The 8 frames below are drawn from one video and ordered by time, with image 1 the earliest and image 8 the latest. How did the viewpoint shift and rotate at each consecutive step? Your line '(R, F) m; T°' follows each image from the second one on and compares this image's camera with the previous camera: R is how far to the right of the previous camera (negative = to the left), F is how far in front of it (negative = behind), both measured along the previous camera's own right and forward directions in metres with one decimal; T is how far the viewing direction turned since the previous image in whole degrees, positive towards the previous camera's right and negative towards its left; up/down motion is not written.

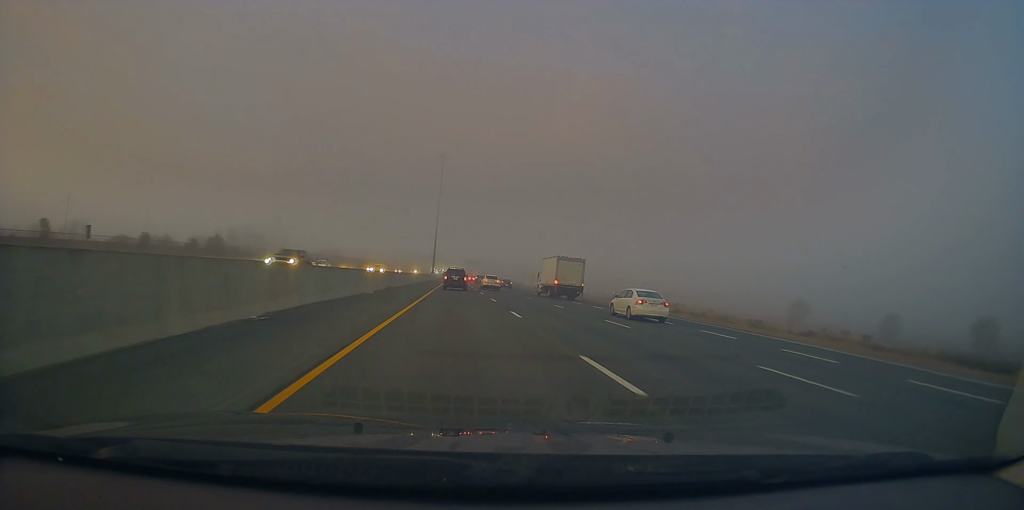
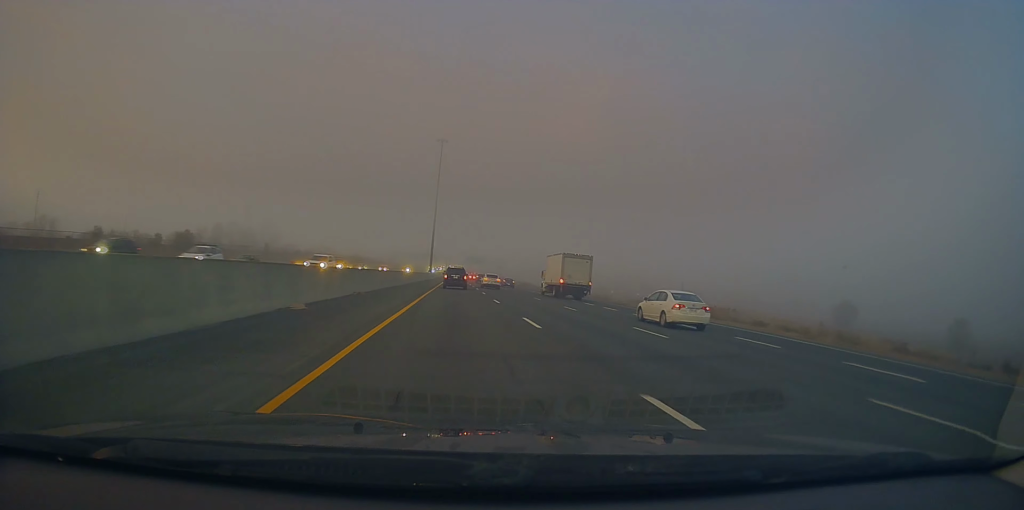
(-0.1, +15.6) m; 0°
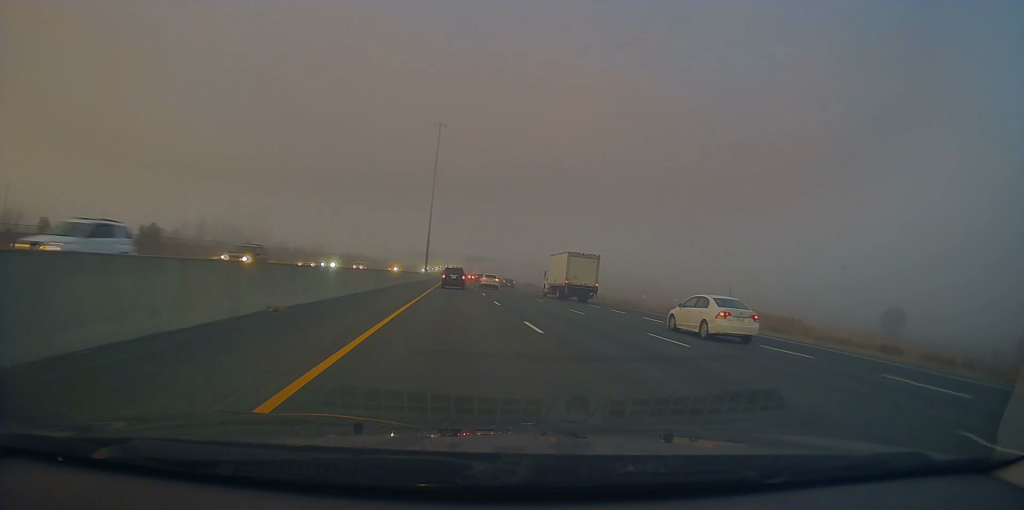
(0.0, +13.6) m; 0°
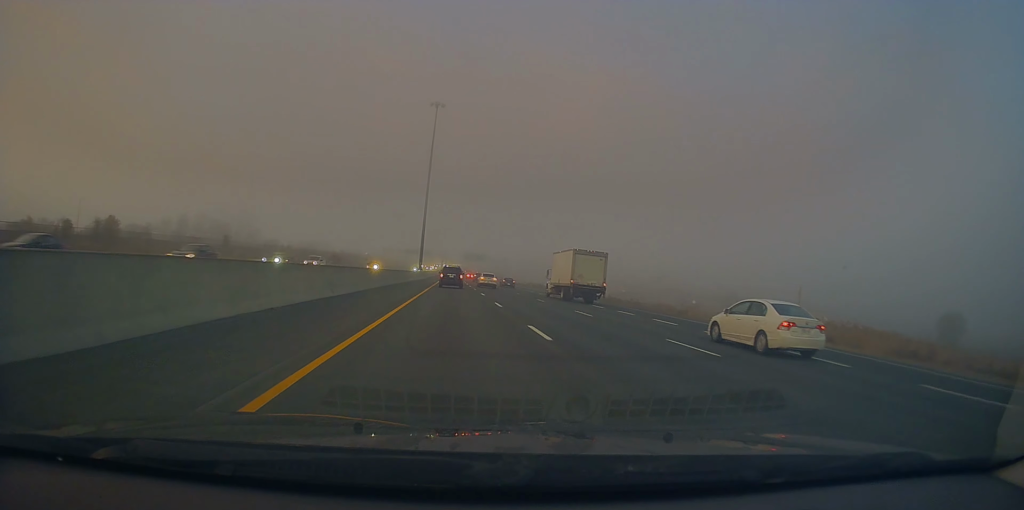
(-0.1, +13.2) m; 0°
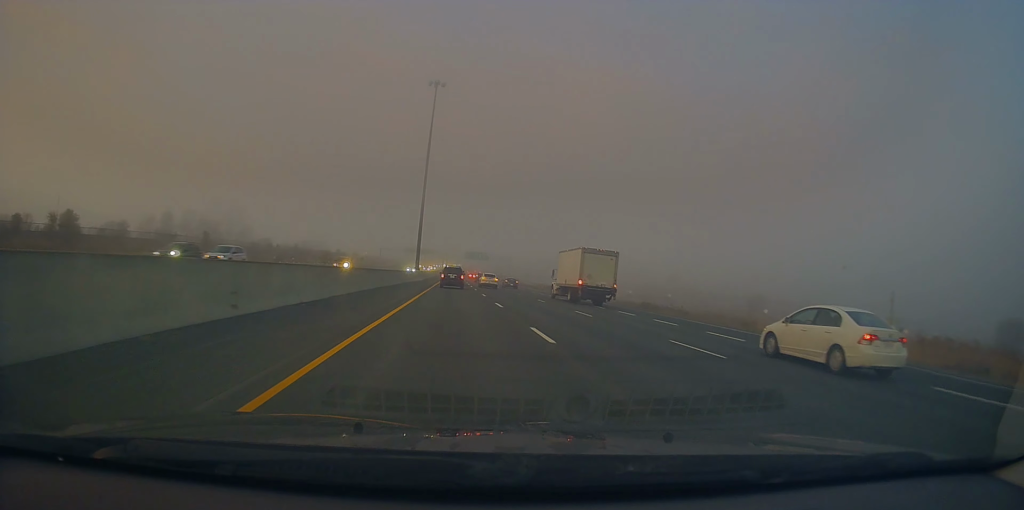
(0.0, +12.4) m; 0°
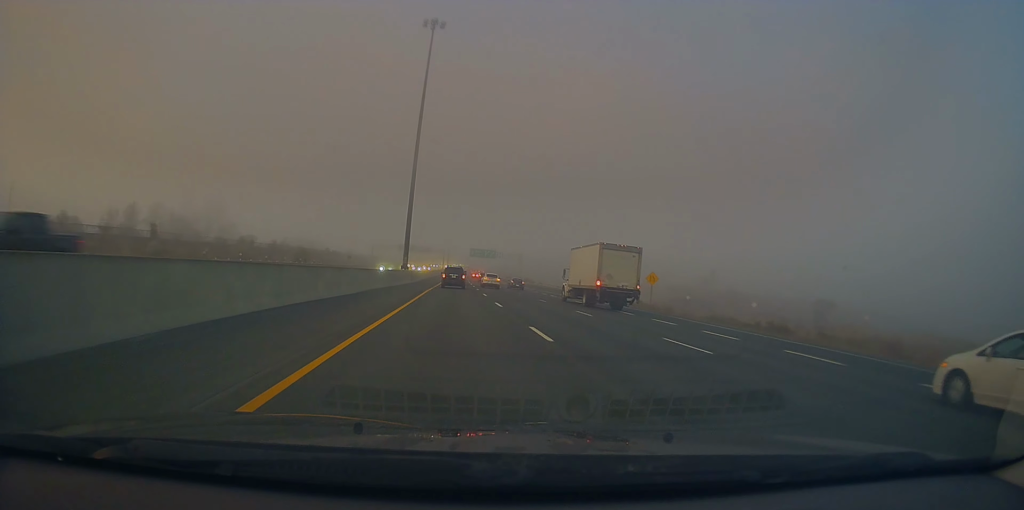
(+0.1, +22.8) m; 0°
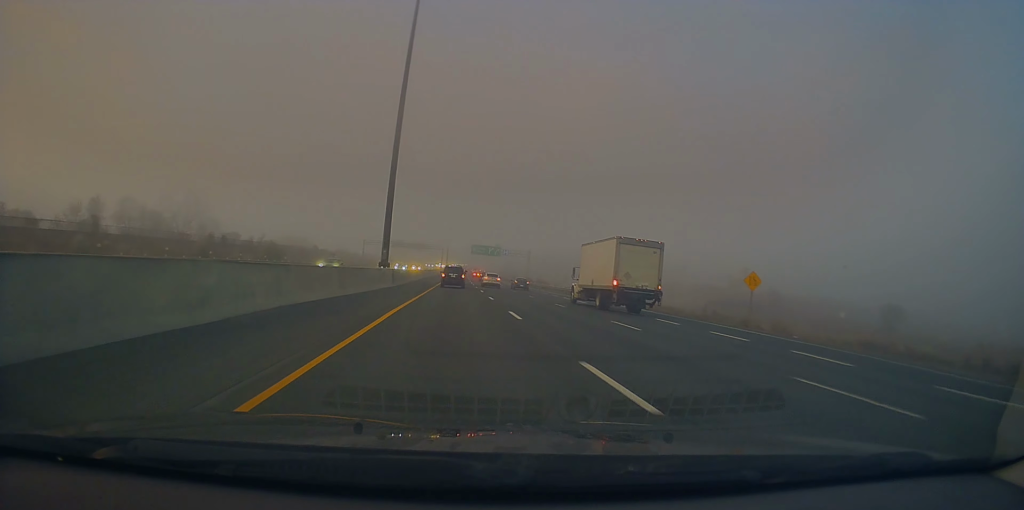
(-0.1, +18.5) m; 0°
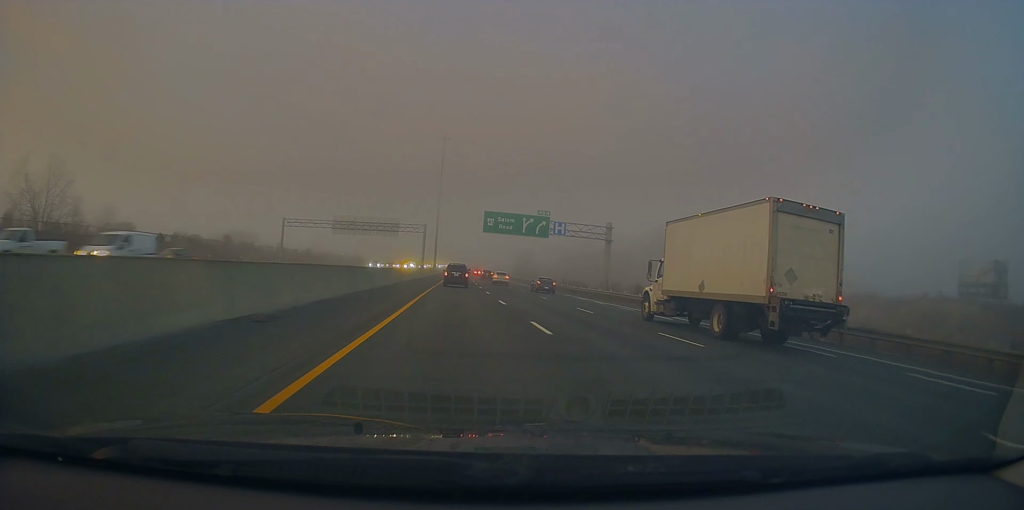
(+1.3, +77.2) m; +1°
